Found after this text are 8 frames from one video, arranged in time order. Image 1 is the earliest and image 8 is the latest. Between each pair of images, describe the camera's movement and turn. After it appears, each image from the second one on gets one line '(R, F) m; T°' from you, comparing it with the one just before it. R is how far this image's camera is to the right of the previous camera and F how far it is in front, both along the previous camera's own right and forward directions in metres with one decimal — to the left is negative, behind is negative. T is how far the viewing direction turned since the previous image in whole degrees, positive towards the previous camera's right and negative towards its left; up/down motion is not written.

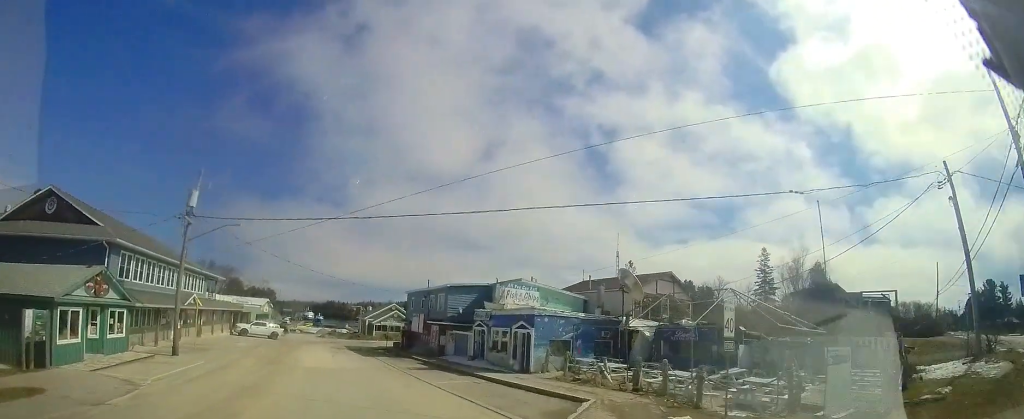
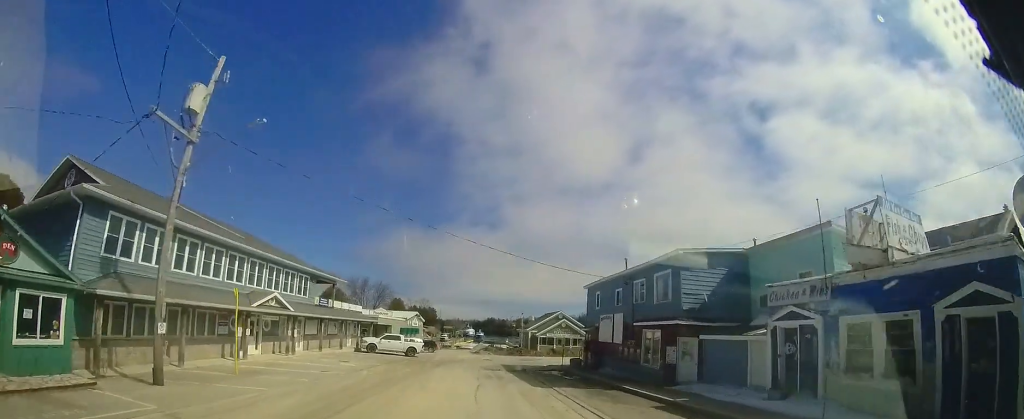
(-3.3, +14.9) m; -18°
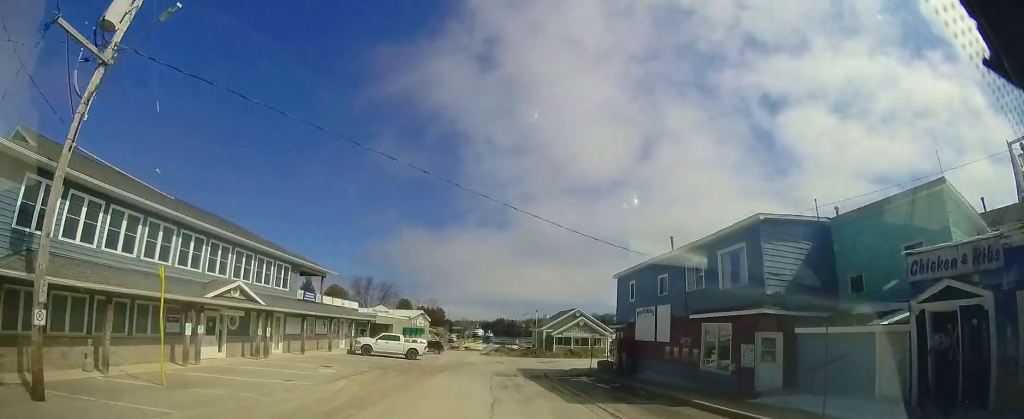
(-0.2, +5.0) m; -3°
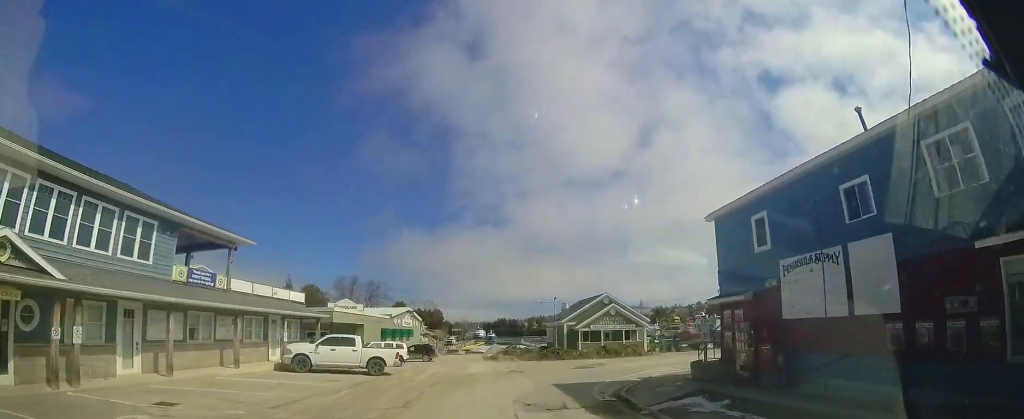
(-0.1, +12.6) m; +1°
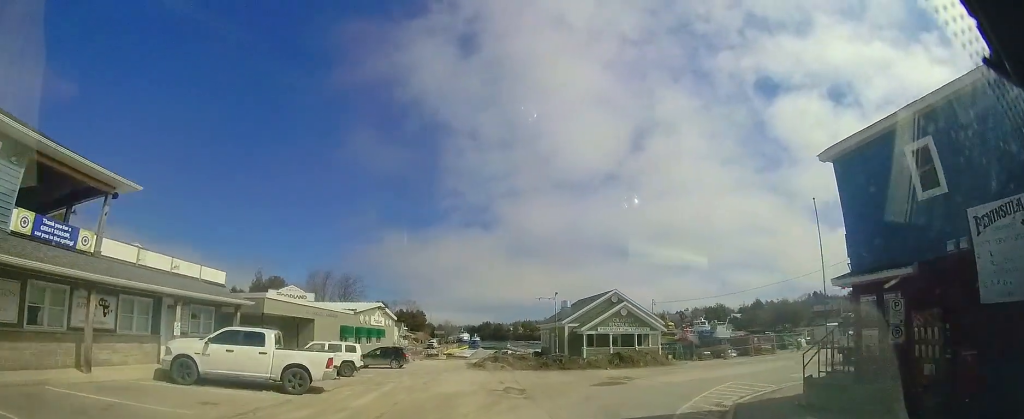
(+0.2, +7.5) m; +6°
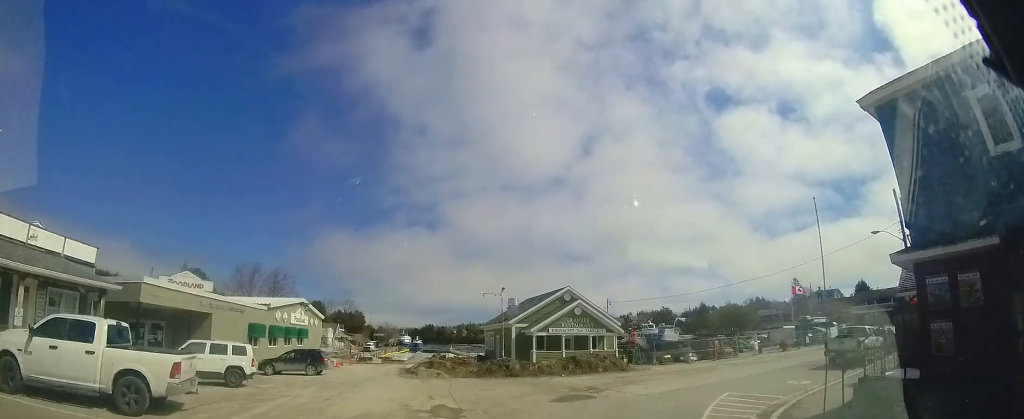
(-0.1, +4.0) m; +5°
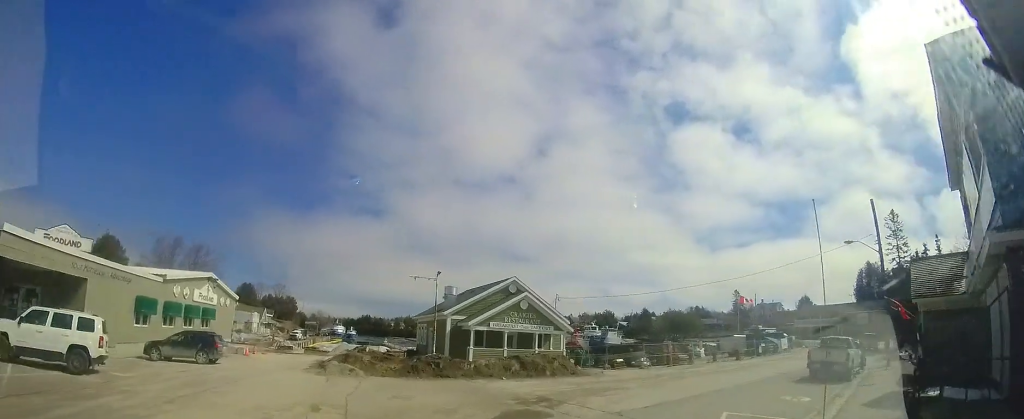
(+0.4, +3.5) m; +9°
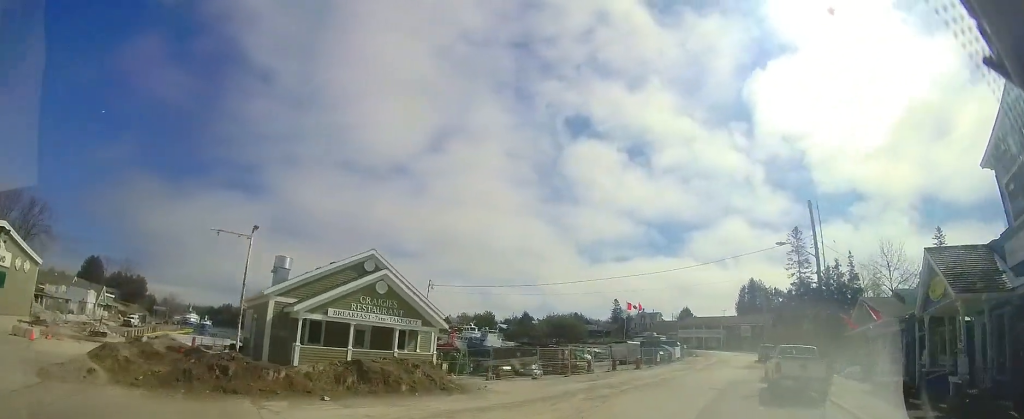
(+0.9, +6.1) m; +25°
